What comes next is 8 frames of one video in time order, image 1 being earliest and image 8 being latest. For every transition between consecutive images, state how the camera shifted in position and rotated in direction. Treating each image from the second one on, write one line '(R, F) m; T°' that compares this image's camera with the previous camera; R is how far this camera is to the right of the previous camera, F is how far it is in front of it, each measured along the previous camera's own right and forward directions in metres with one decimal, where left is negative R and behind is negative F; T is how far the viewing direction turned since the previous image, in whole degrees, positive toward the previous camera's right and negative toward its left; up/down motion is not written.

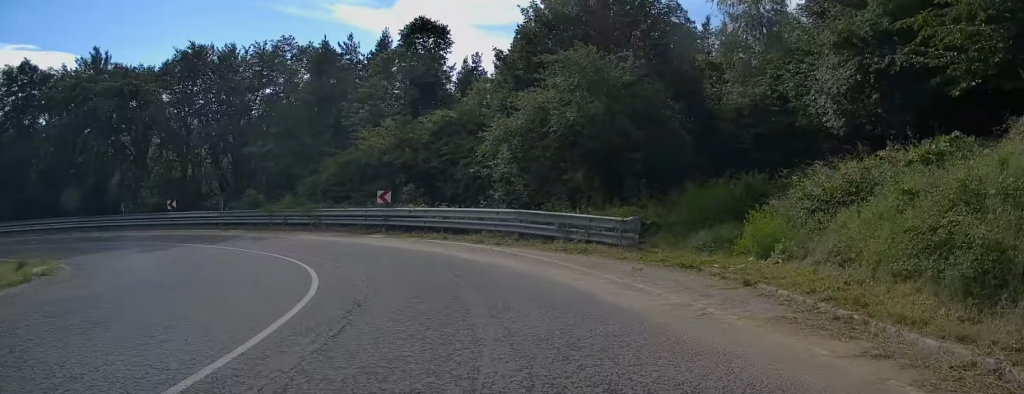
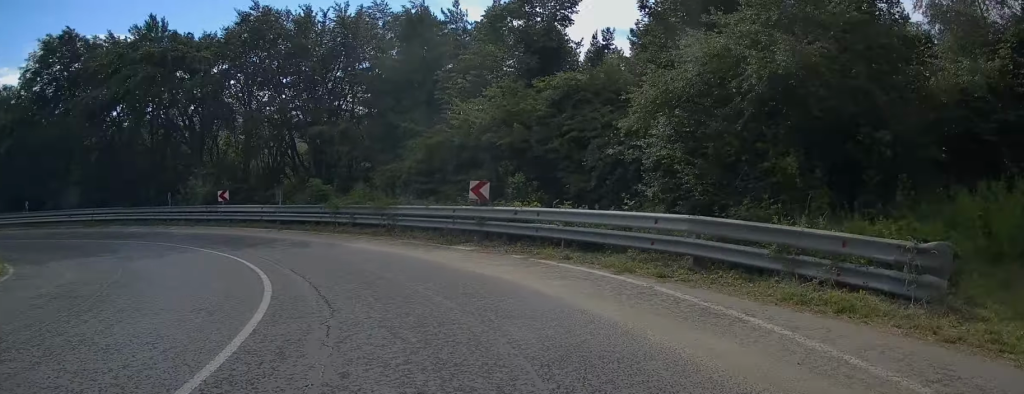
(-0.3, +8.2) m; -11°
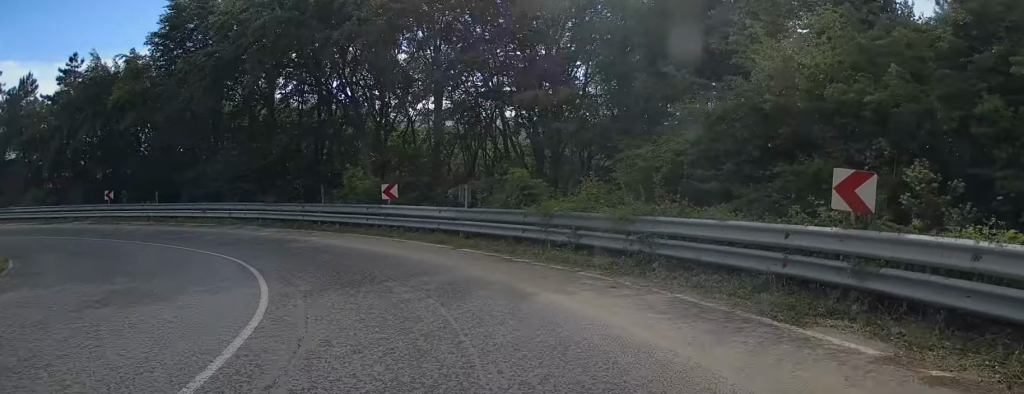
(-1.7, +9.9) m; -20°
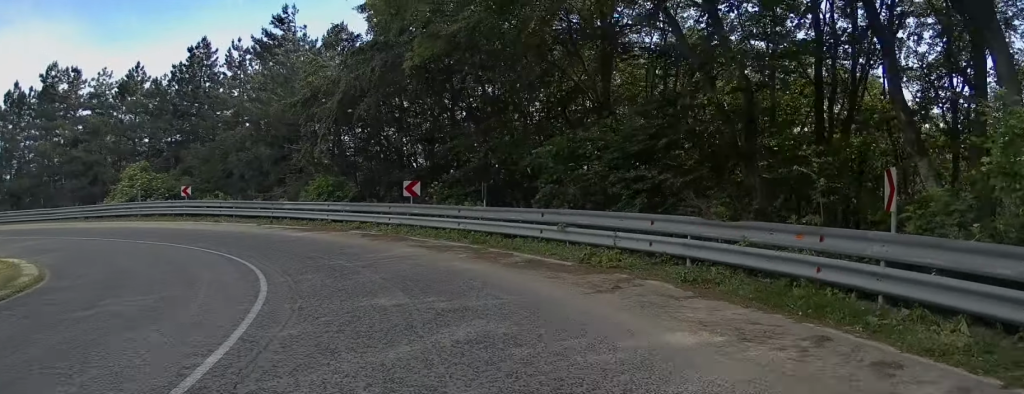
(-5.1, +16.5) m; -37°
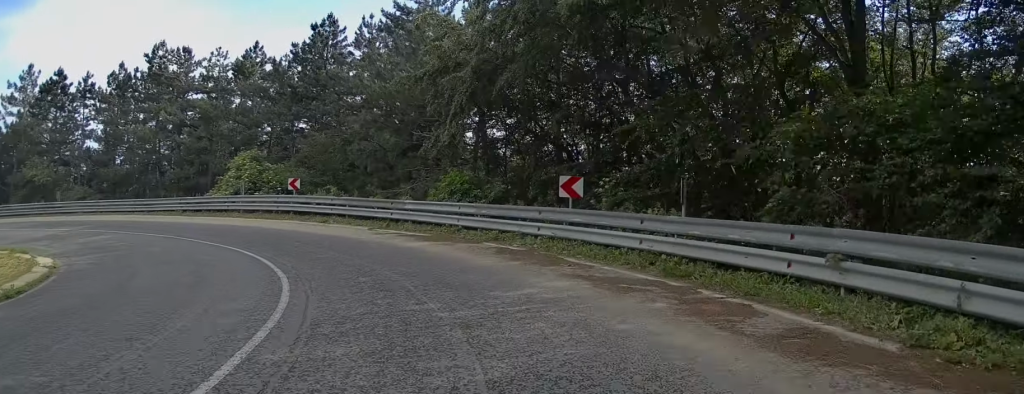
(-0.2, +6.0) m; -16°
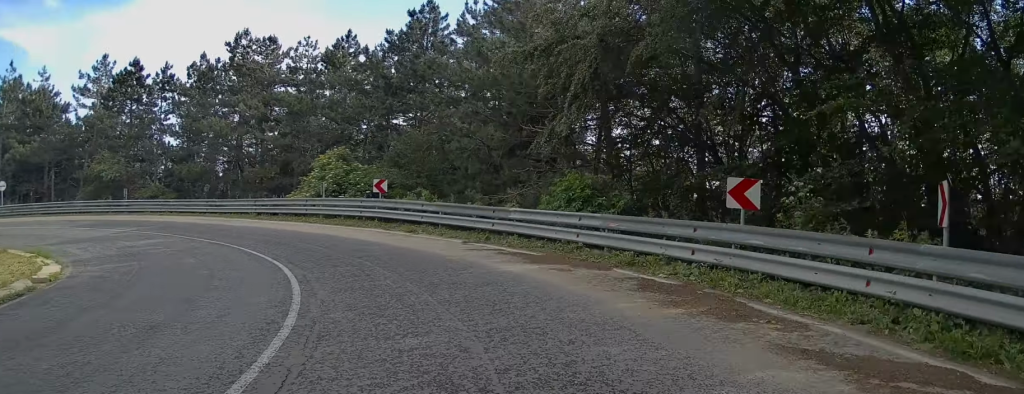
(-1.1, +4.4) m; -10°
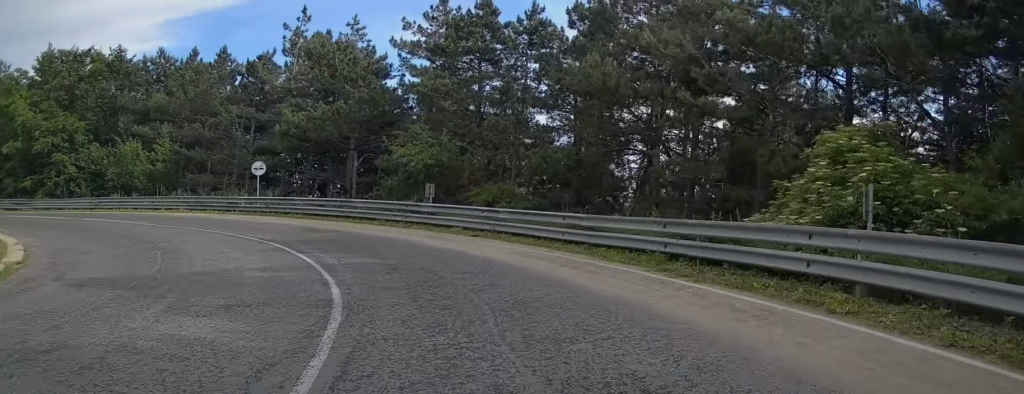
(-5.9, +17.8) m; -36°
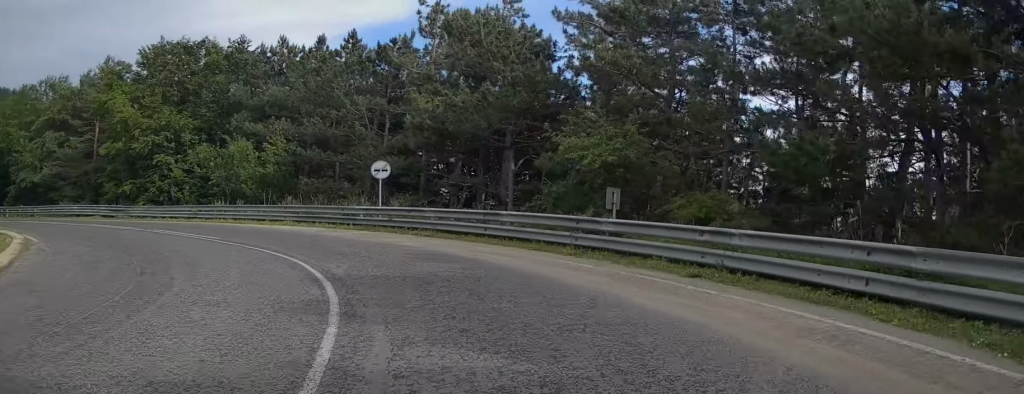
(-0.6, +8.0) m; -15°
